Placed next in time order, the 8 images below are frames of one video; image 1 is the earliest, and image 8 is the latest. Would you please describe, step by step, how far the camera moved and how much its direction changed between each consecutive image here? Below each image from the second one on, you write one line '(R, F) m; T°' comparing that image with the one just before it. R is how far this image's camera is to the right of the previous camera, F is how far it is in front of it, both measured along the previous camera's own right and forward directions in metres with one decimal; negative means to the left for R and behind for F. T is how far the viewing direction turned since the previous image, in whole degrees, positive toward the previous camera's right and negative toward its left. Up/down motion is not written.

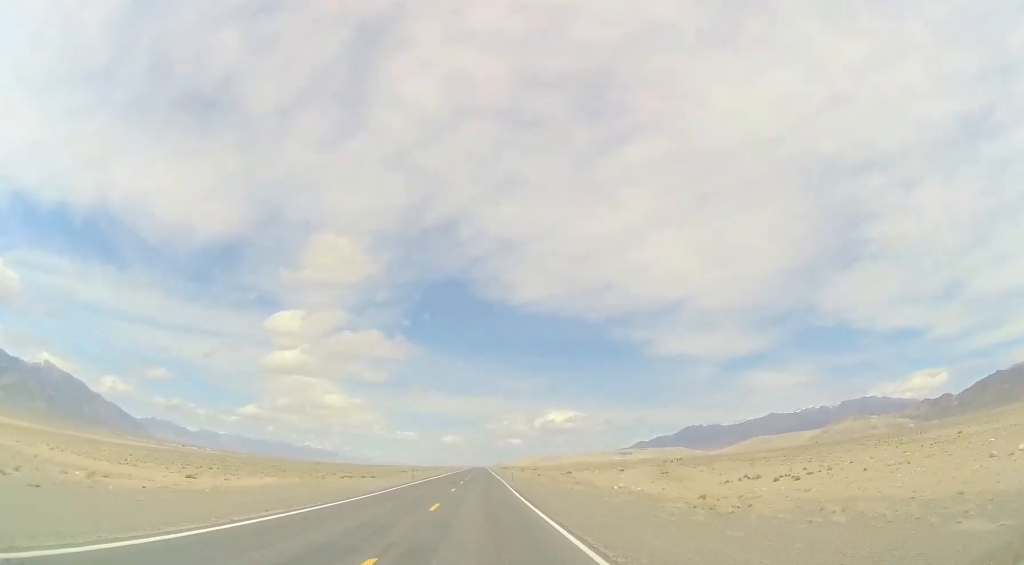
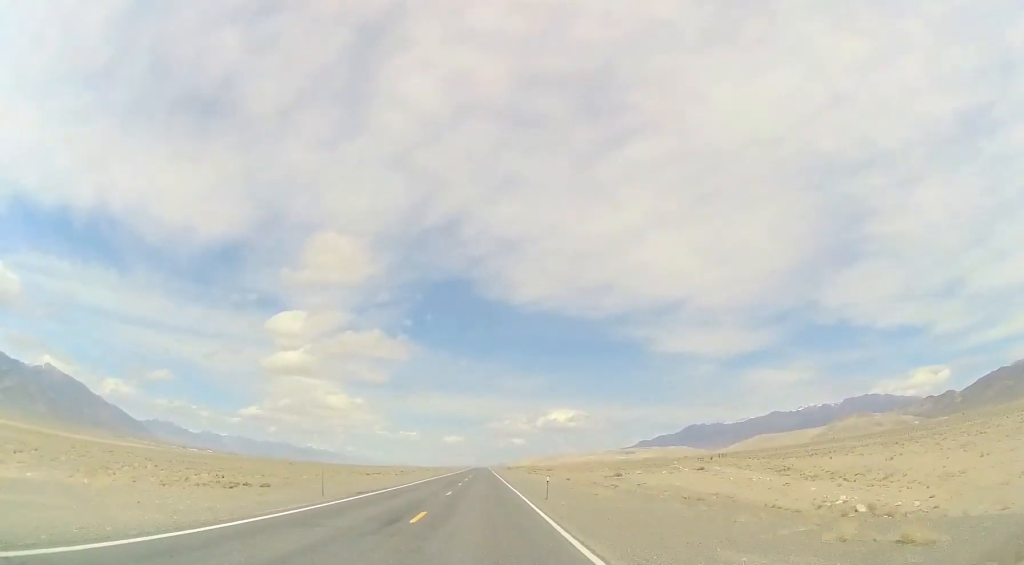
(0.0, +31.8) m; +1°
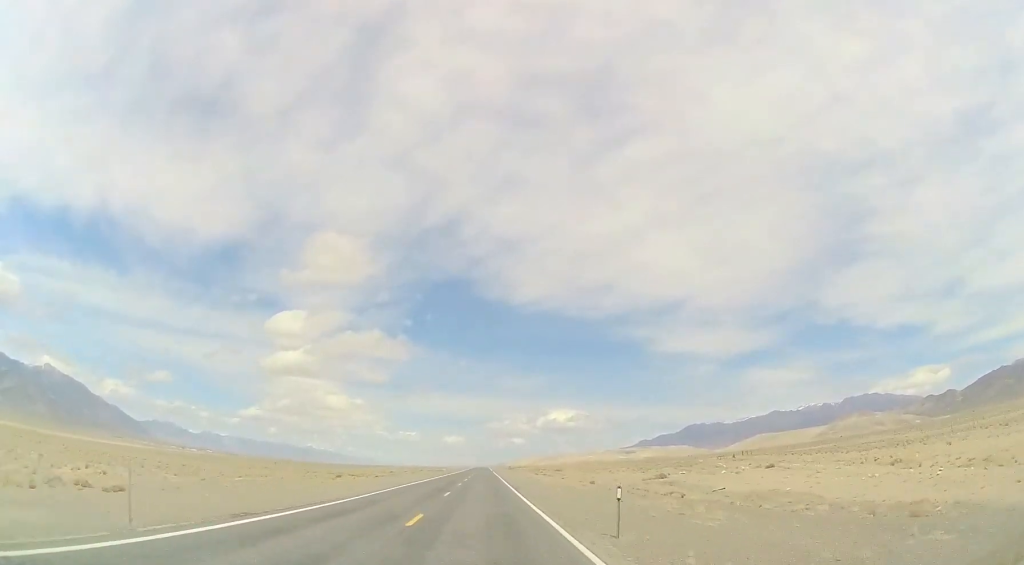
(+0.3, +14.3) m; 0°
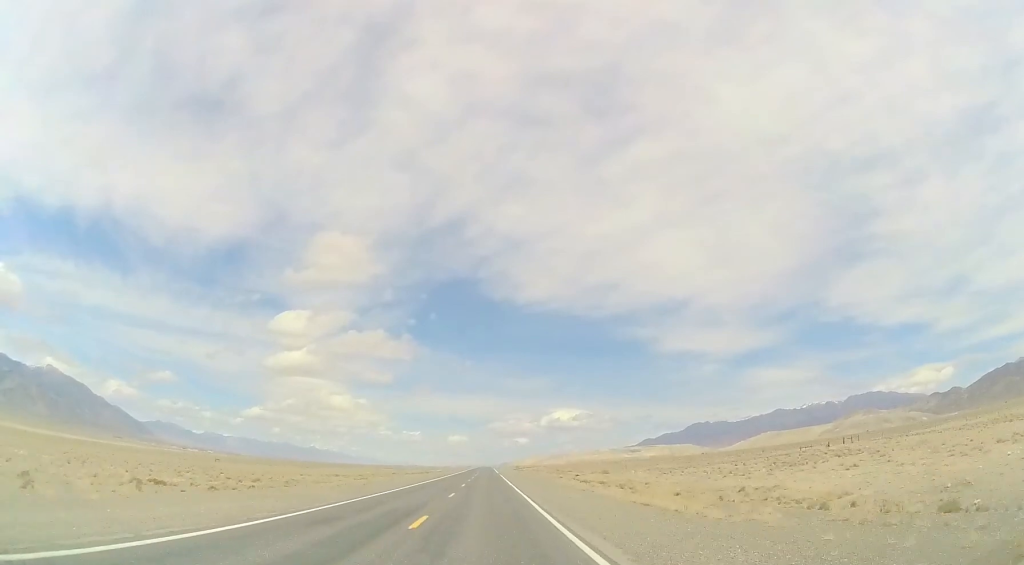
(+0.4, +41.0) m; 0°
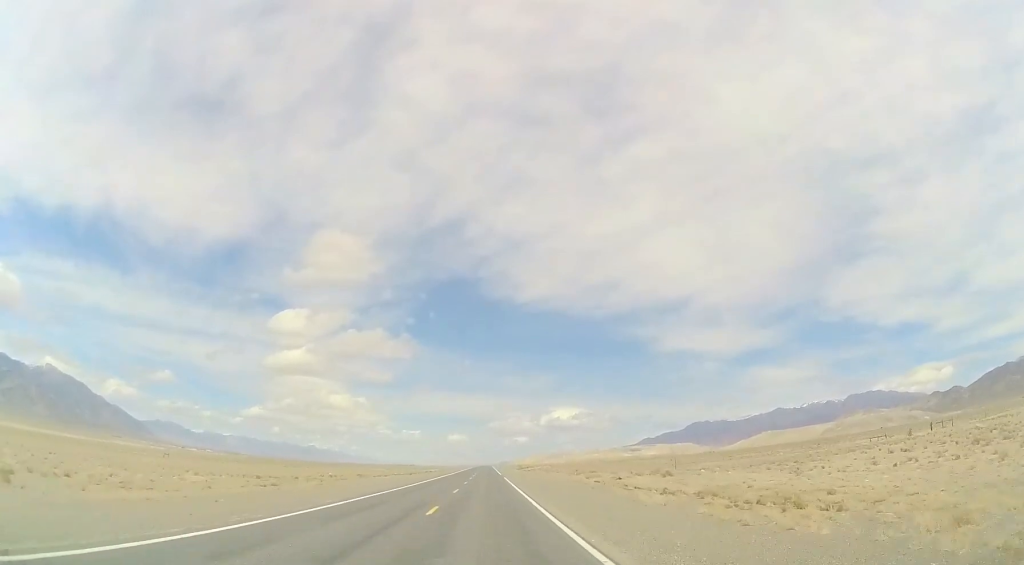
(-0.1, +23.4) m; -1°
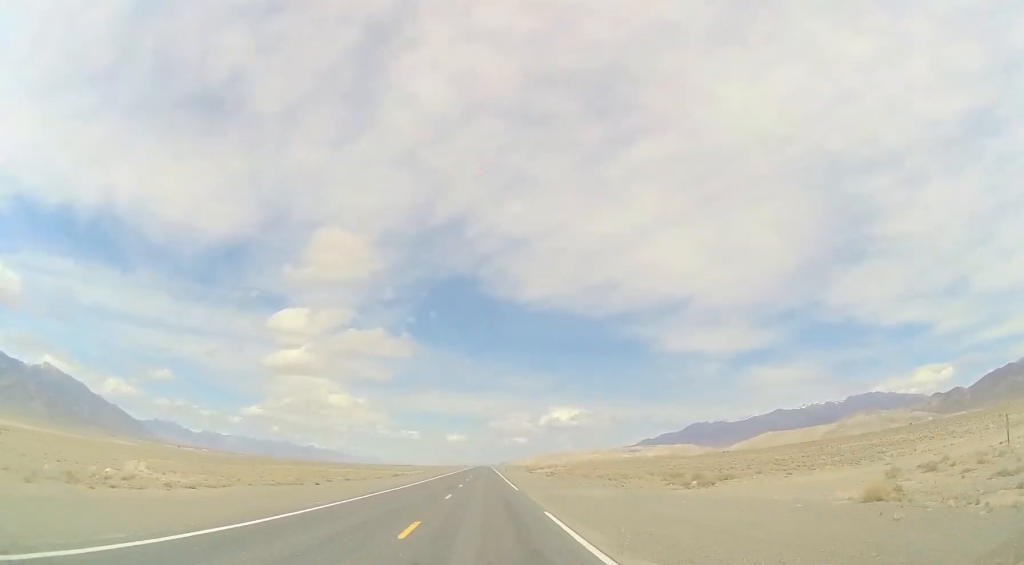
(-0.7, +46.4) m; -1°
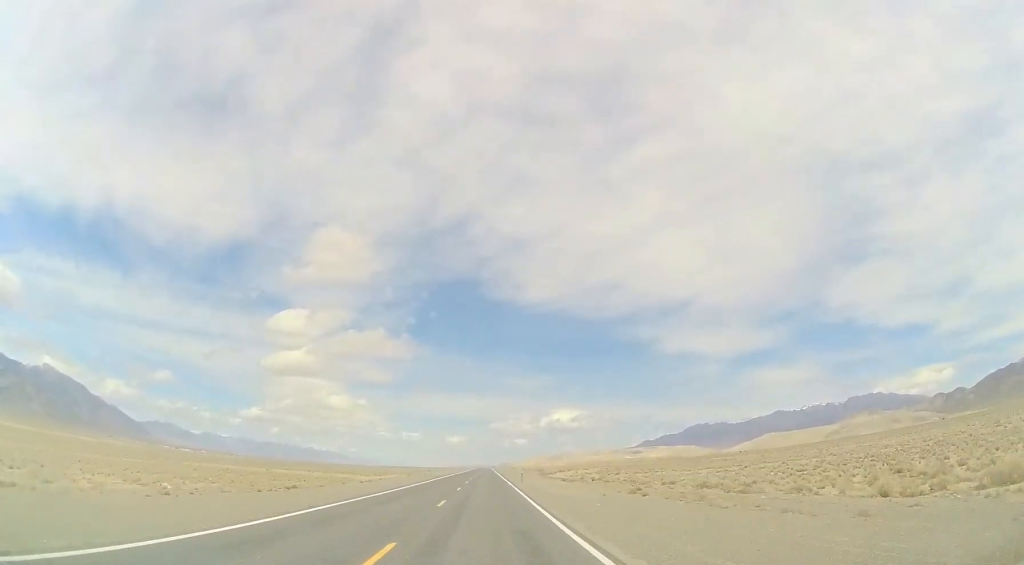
(+0.3, +44.7) m; +1°
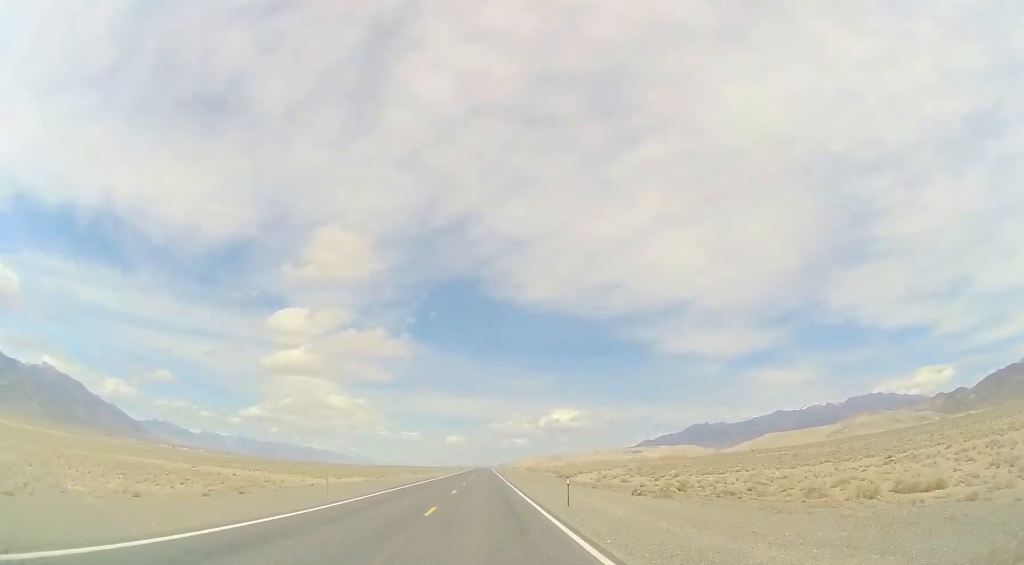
(0.0, +31.2) m; 0°
